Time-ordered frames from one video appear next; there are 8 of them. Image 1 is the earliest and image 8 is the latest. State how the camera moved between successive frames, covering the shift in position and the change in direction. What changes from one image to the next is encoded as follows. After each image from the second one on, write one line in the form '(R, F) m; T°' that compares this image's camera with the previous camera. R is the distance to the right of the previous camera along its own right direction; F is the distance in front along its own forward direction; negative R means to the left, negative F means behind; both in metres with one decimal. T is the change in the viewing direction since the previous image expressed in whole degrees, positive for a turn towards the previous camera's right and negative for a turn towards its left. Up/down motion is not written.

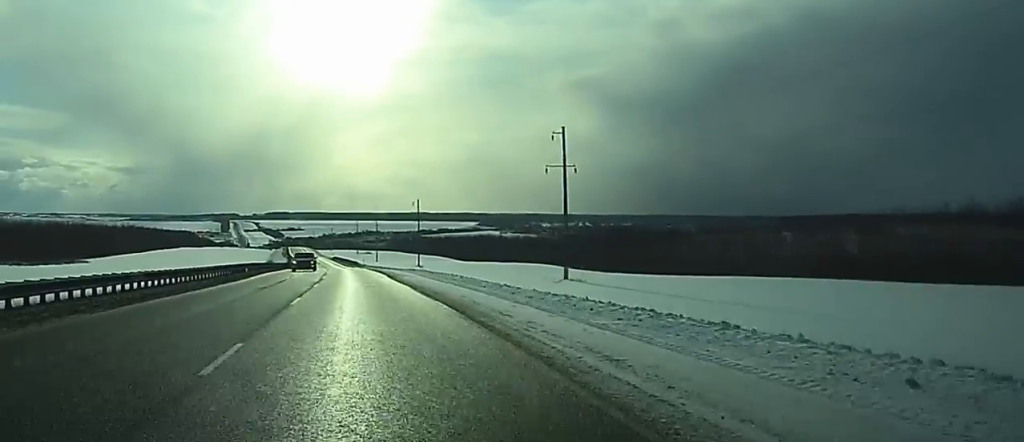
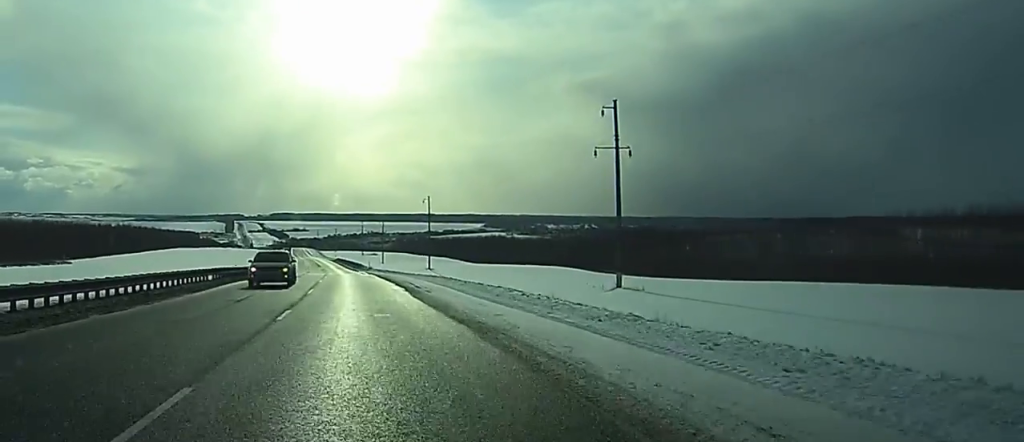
(+0.4, +15.5) m; +1°
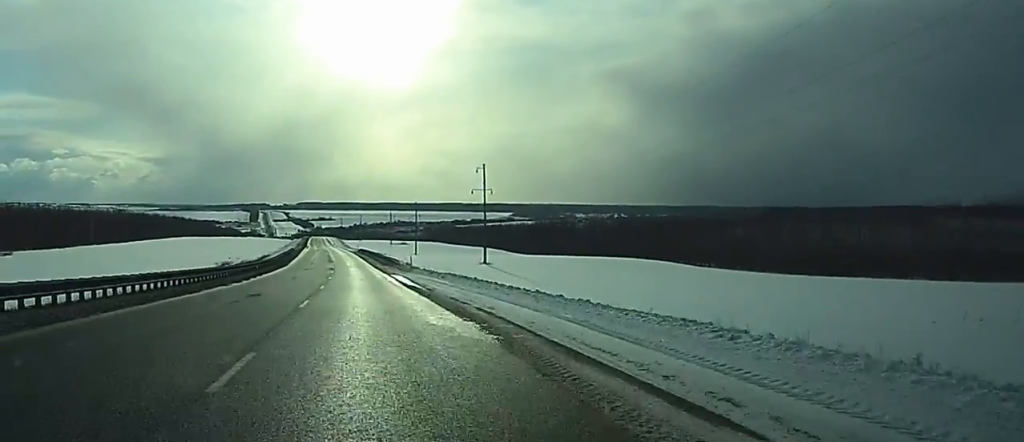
(+0.4, +45.0) m; 0°
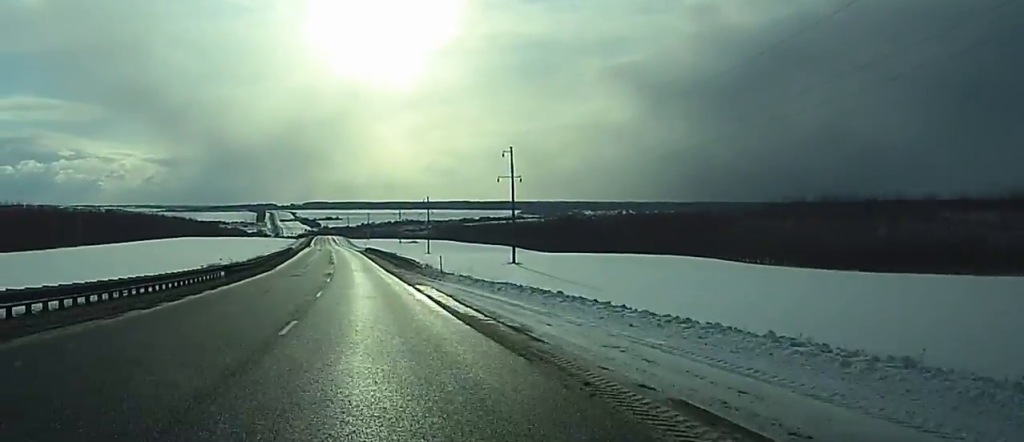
(-0.1, +17.6) m; -1°
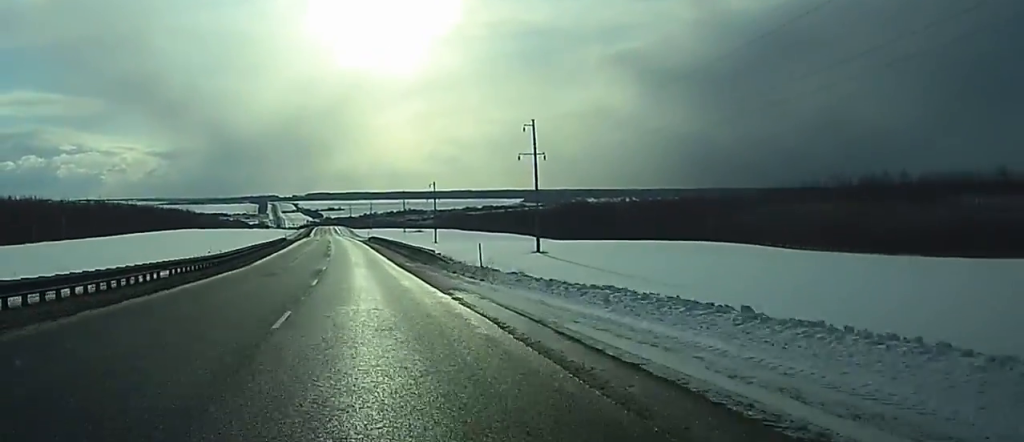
(-0.1, +13.1) m; 0°
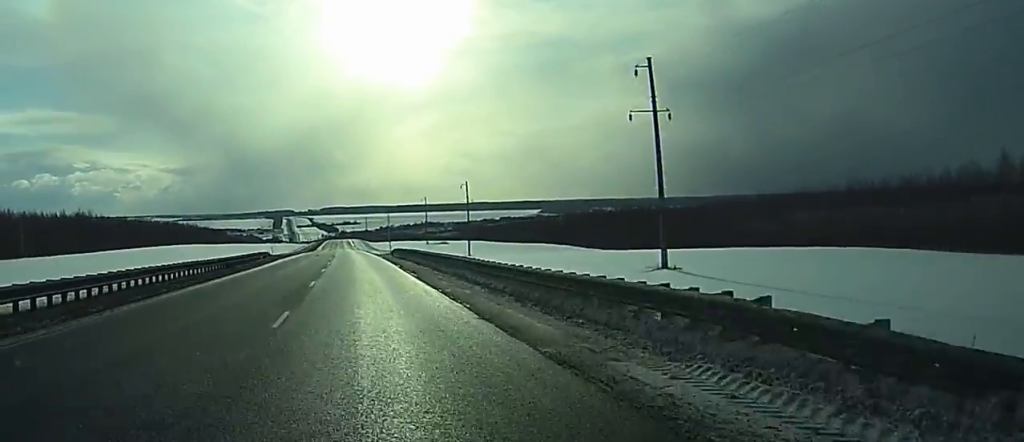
(-0.3, +34.8) m; -1°
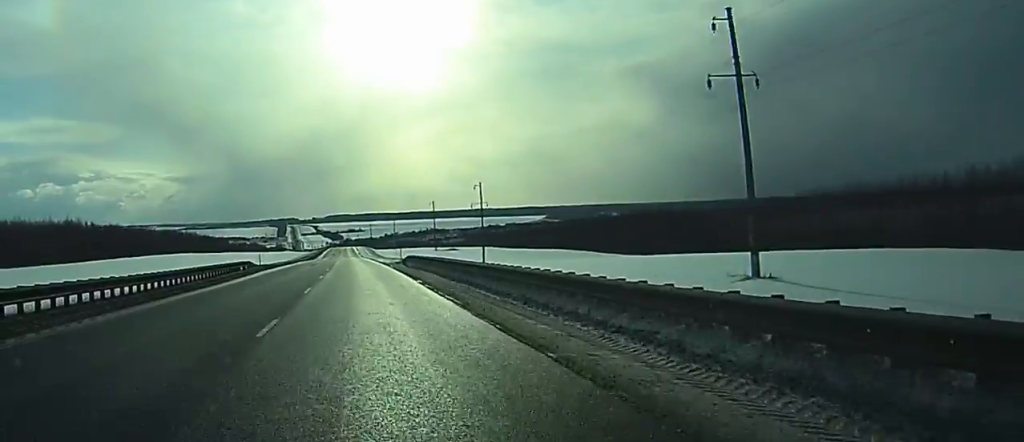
(0.0, +13.3) m; 0°
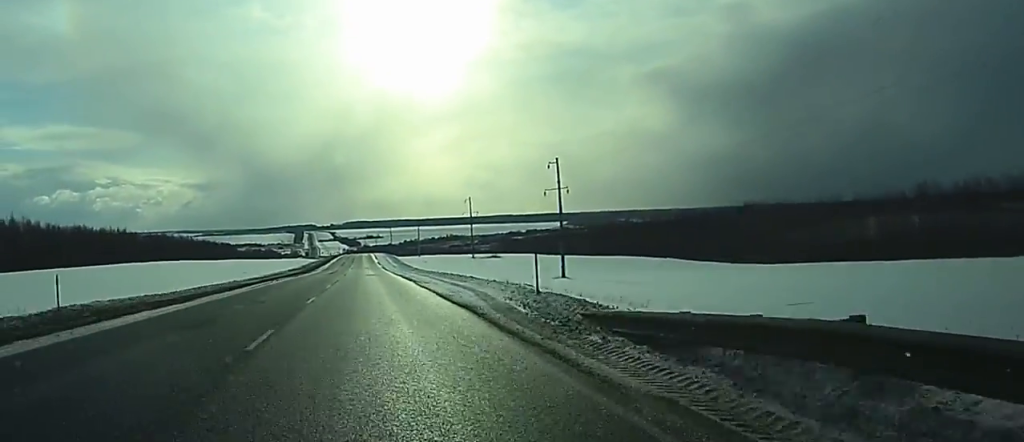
(-0.7, +48.5) m; -1°
